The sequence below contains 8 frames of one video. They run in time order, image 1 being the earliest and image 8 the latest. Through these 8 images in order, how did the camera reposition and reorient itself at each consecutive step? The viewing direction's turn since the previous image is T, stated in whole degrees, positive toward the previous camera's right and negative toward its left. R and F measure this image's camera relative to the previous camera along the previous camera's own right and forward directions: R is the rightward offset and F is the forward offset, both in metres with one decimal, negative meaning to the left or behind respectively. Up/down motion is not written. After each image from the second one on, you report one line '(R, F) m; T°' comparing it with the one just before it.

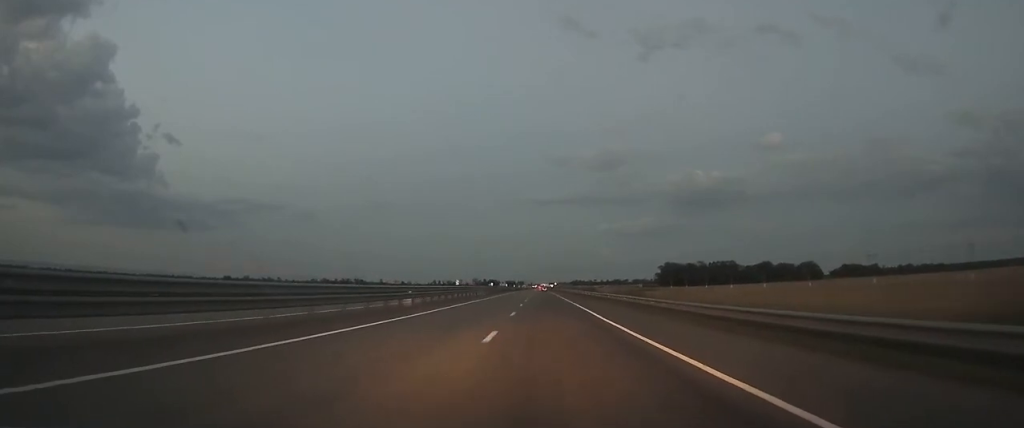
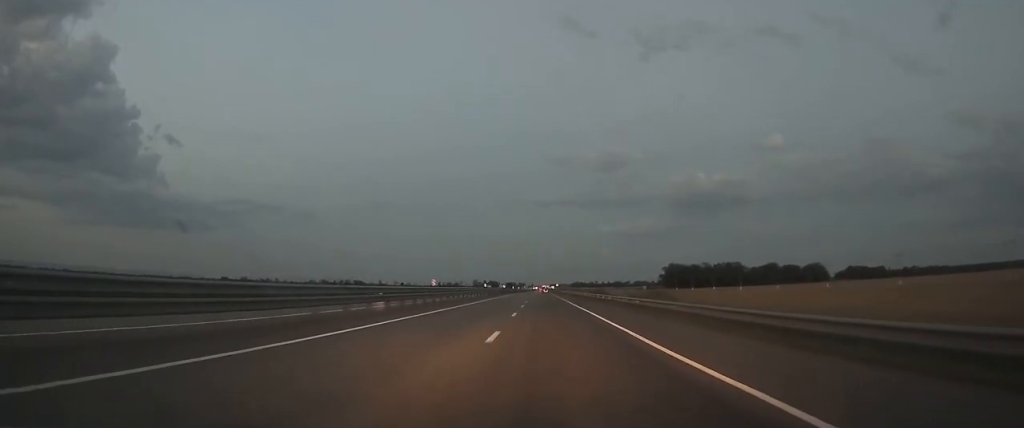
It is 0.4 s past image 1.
(0.0, +11.6) m; 0°
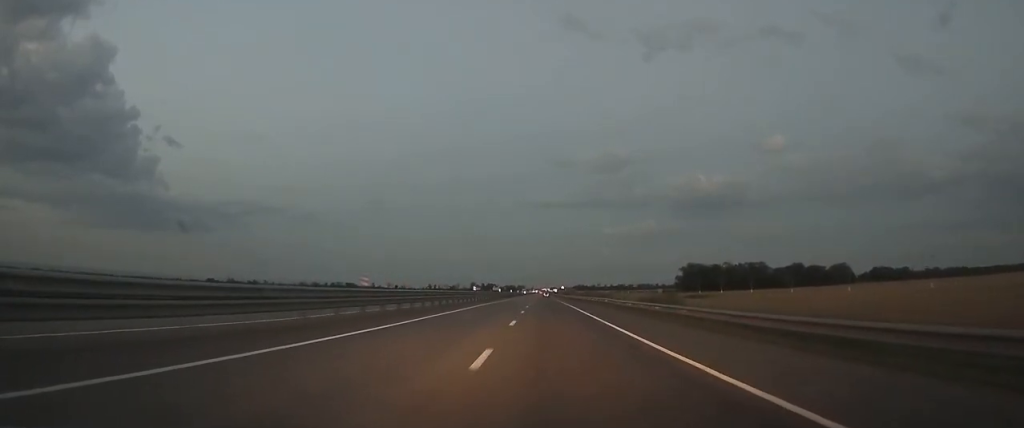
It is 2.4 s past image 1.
(-0.1, +51.9) m; 0°
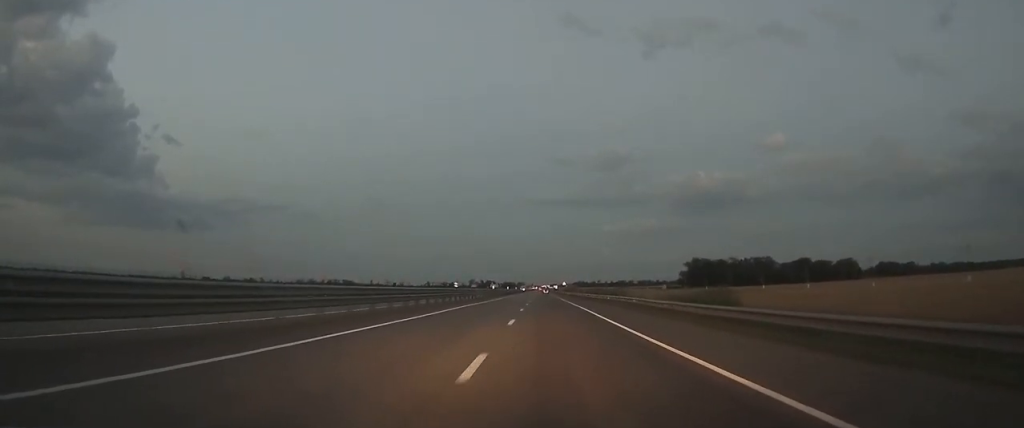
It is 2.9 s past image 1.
(0.0, +13.4) m; 0°
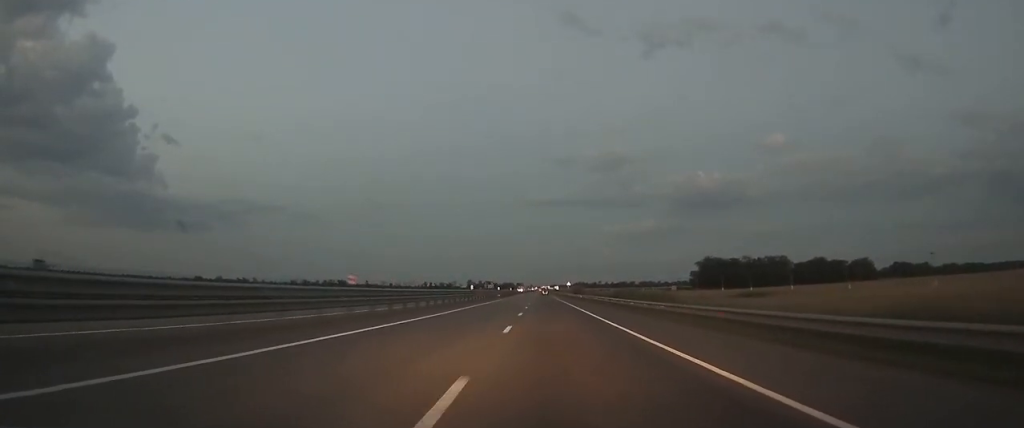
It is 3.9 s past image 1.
(+0.1, +26.9) m; 0°
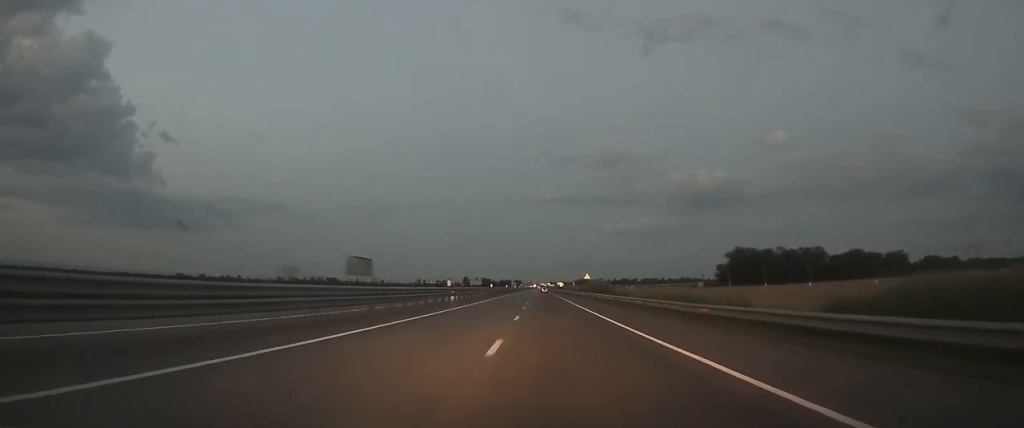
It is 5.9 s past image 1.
(+0.2, +53.9) m; 0°
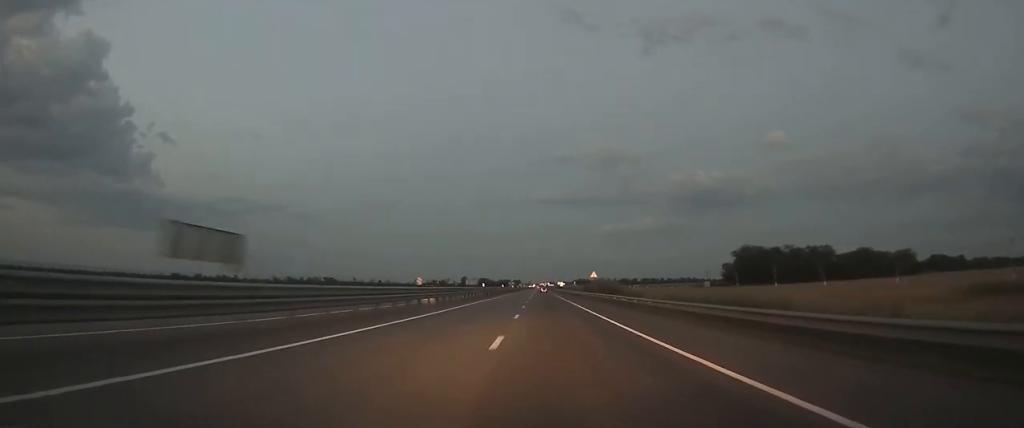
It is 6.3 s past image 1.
(0.0, +10.8) m; 0°
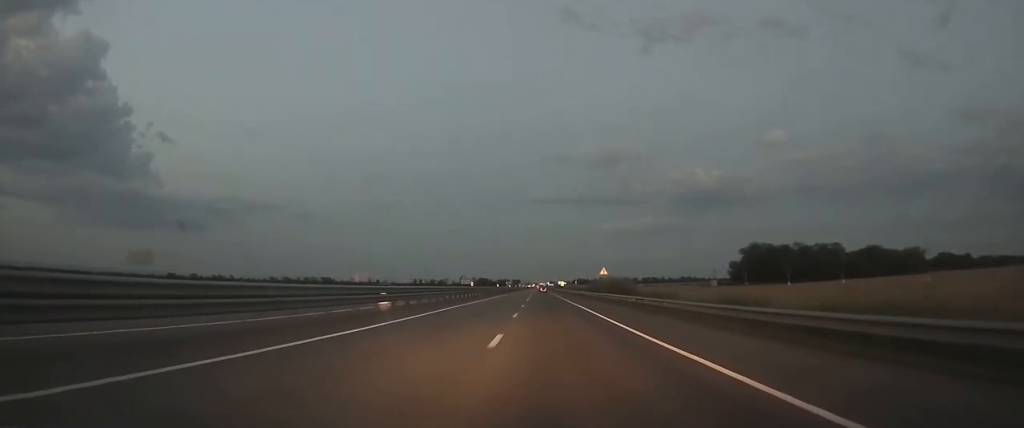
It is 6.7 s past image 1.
(0.0, +11.6) m; 0°
